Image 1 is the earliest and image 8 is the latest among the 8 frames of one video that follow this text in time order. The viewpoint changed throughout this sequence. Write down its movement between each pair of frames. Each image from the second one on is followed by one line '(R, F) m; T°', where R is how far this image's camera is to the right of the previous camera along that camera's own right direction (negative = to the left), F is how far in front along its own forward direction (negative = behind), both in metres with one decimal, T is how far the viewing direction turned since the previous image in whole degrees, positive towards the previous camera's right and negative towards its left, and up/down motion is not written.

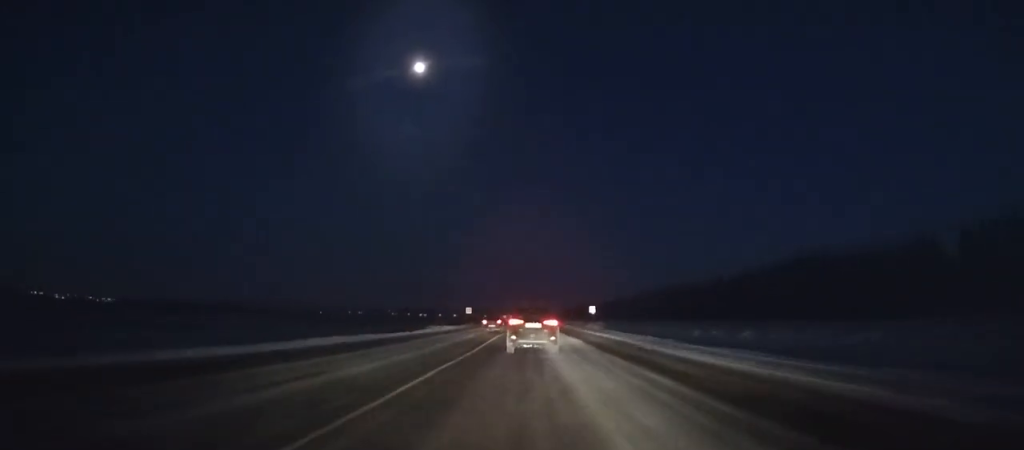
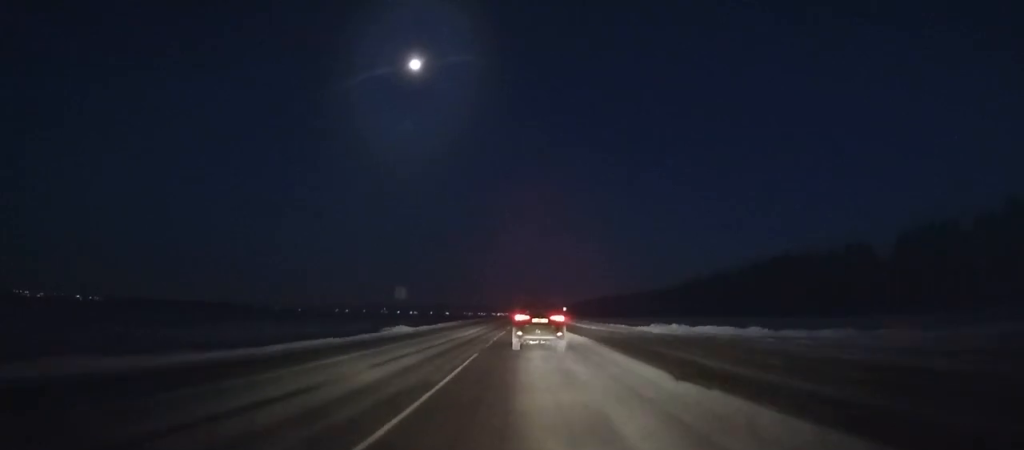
(+0.1, +121.7) m; 0°
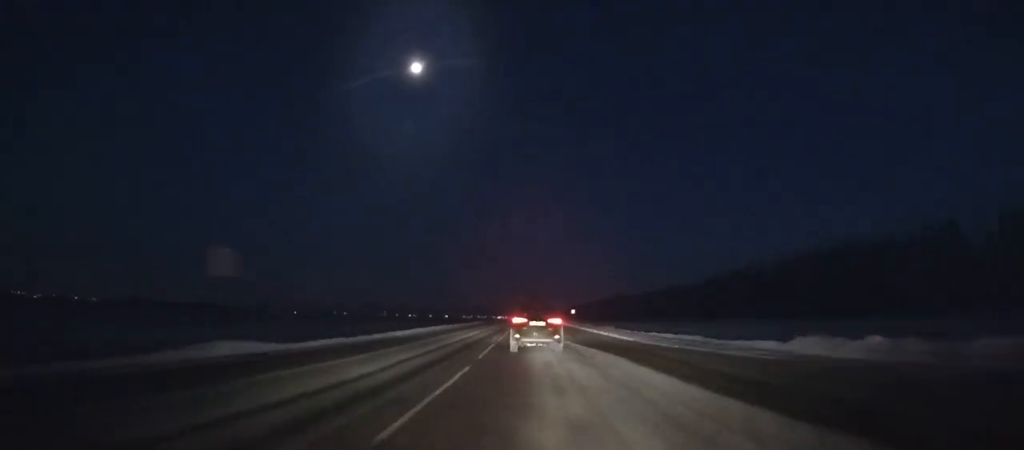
(0.0, +27.5) m; 0°
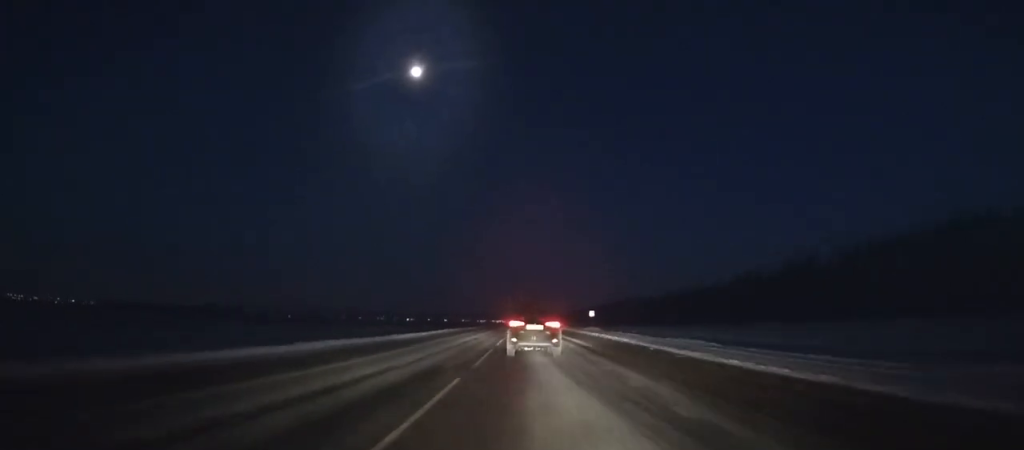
(0.0, +37.3) m; 0°
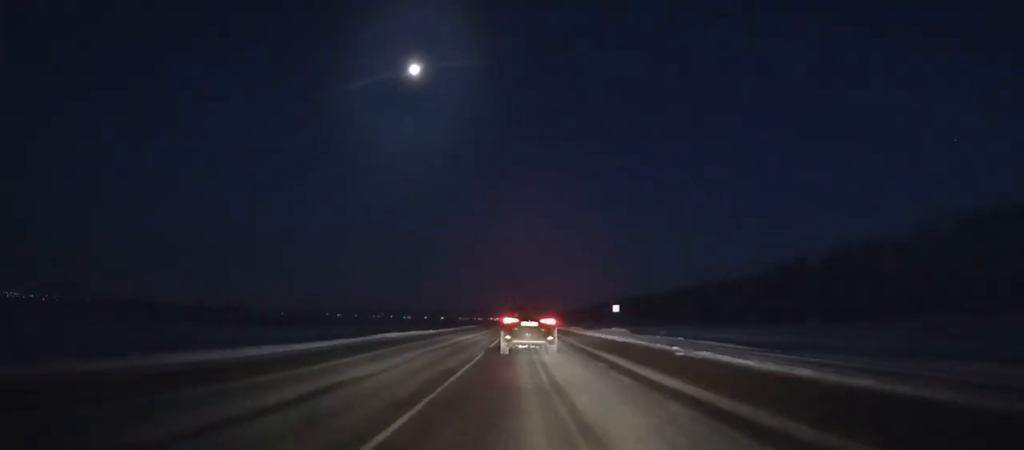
(0.0, +27.6) m; 0°
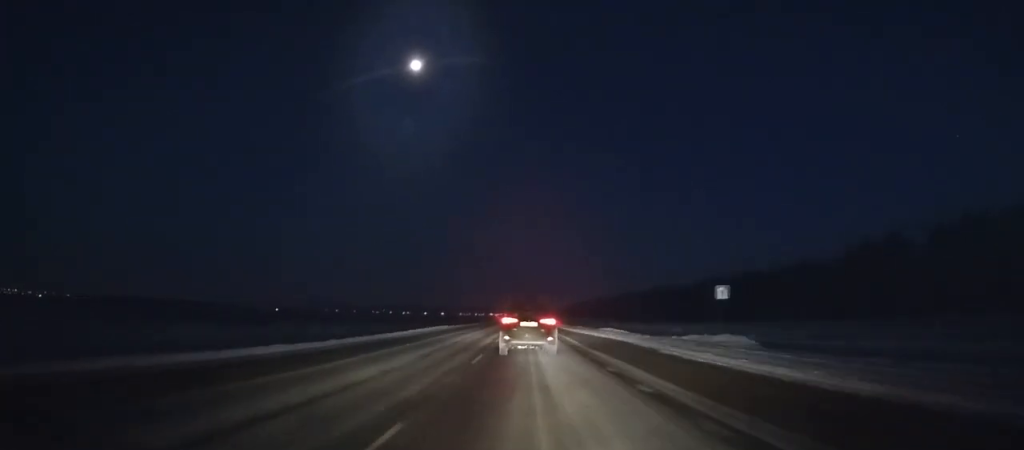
(0.0, +37.5) m; 0°
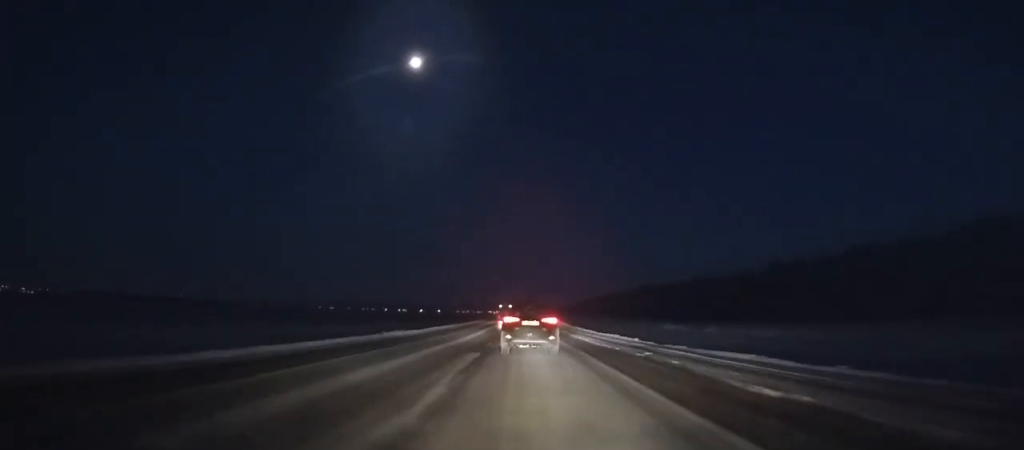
(+0.1, +63.3) m; 0°
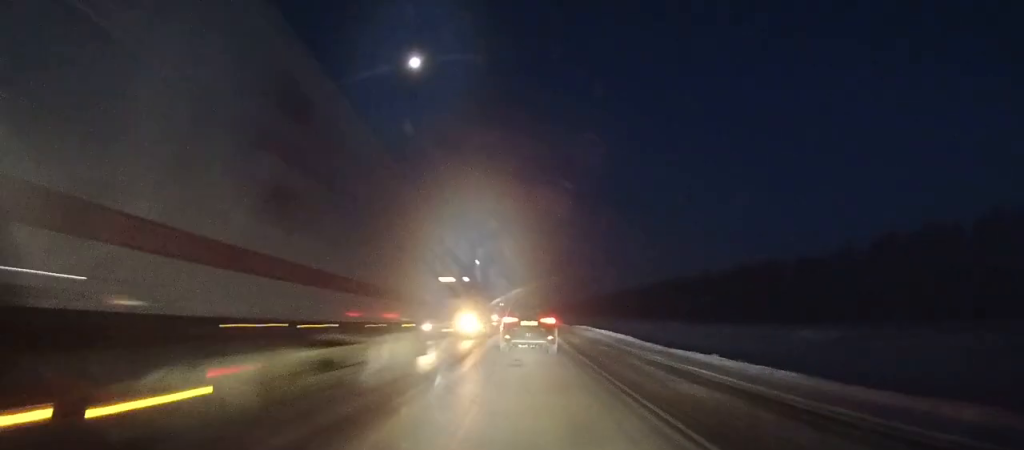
(+0.2, +51.8) m; 0°
